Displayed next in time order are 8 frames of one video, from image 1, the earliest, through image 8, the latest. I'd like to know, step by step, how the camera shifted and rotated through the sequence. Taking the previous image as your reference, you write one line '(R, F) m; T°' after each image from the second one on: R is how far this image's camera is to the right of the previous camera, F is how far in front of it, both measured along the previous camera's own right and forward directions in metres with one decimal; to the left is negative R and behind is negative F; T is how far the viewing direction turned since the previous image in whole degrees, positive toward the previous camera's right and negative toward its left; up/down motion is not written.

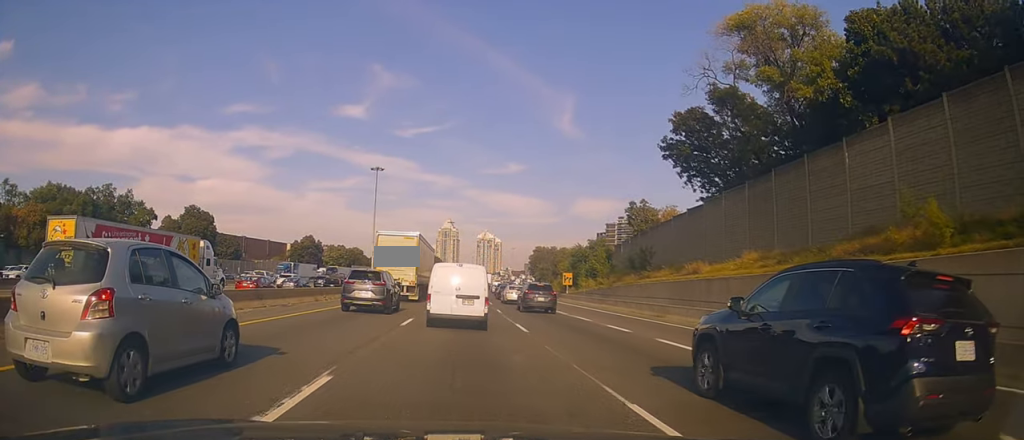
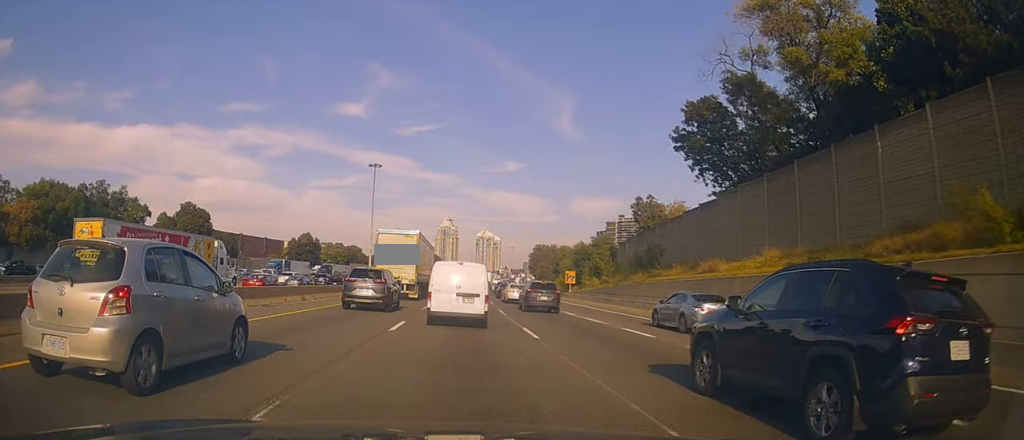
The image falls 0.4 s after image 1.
(-0.2, +2.0) m; -1°
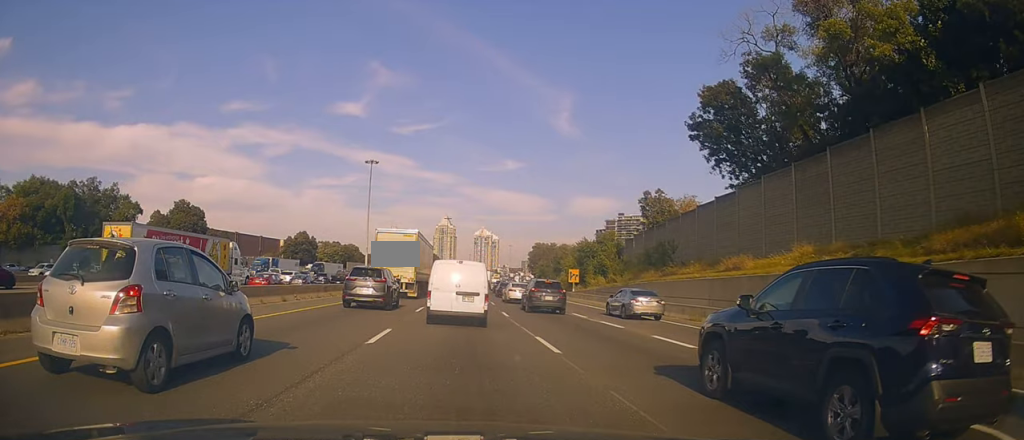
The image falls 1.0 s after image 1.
(-0.3, +2.5) m; -1°
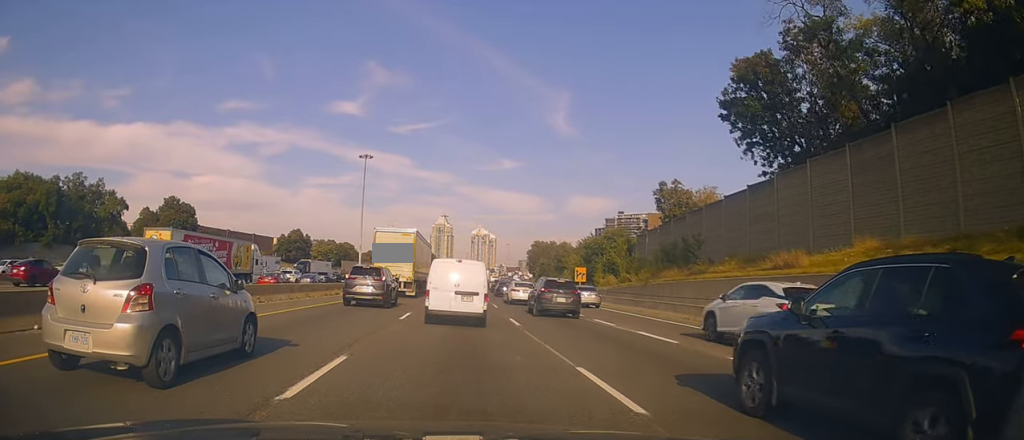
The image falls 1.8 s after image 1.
(+0.3, +4.8) m; 0°
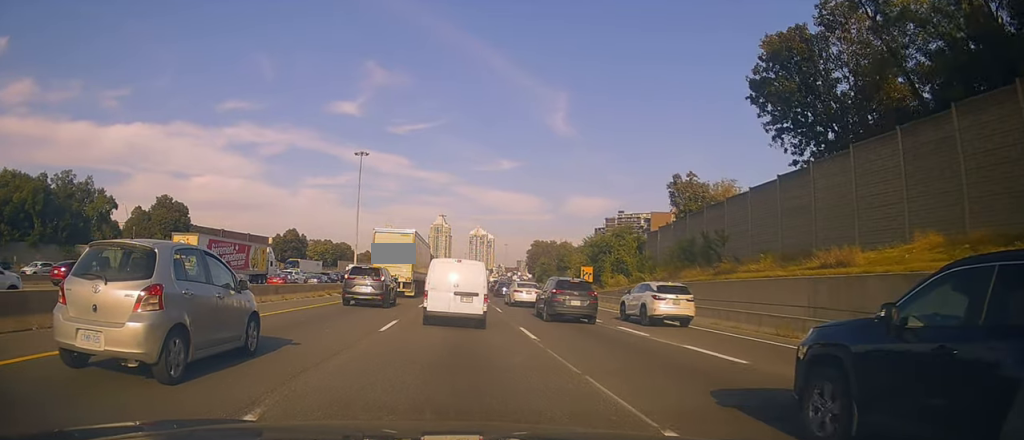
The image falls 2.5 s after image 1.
(-0.1, +3.9) m; 0°
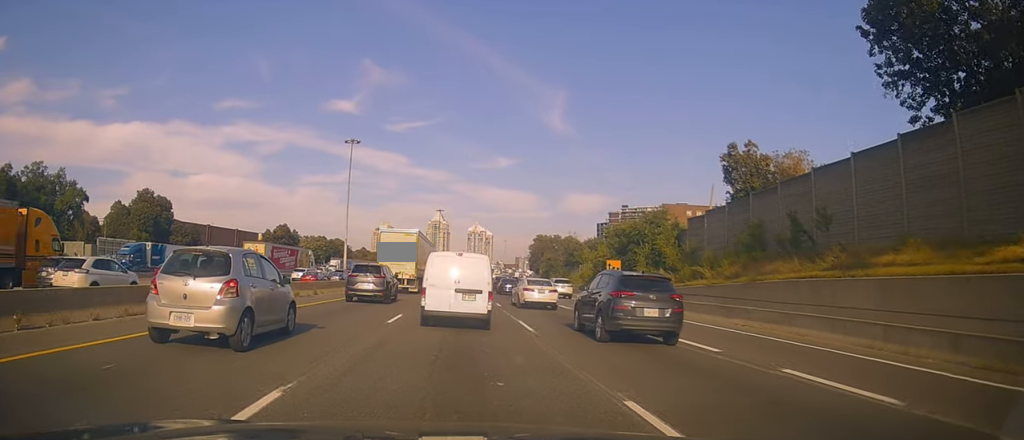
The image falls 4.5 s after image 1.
(-0.3, +11.6) m; -2°
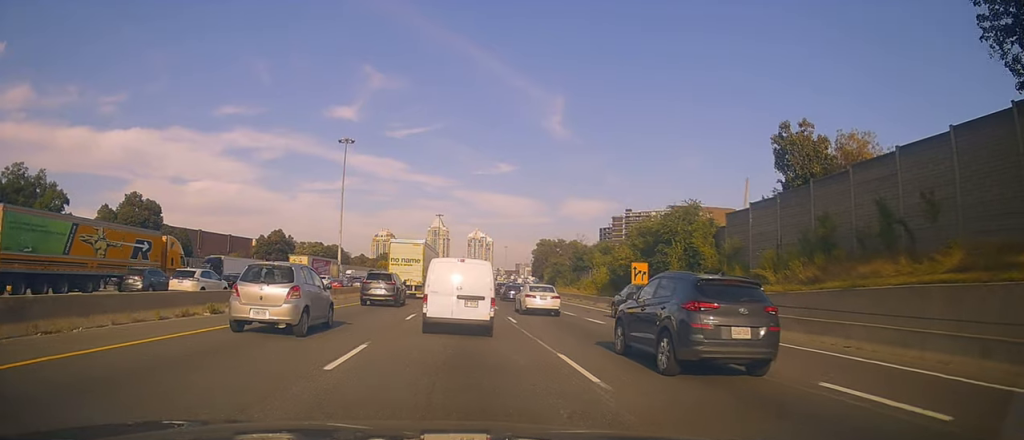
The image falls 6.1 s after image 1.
(+0.7, +8.2) m; +2°
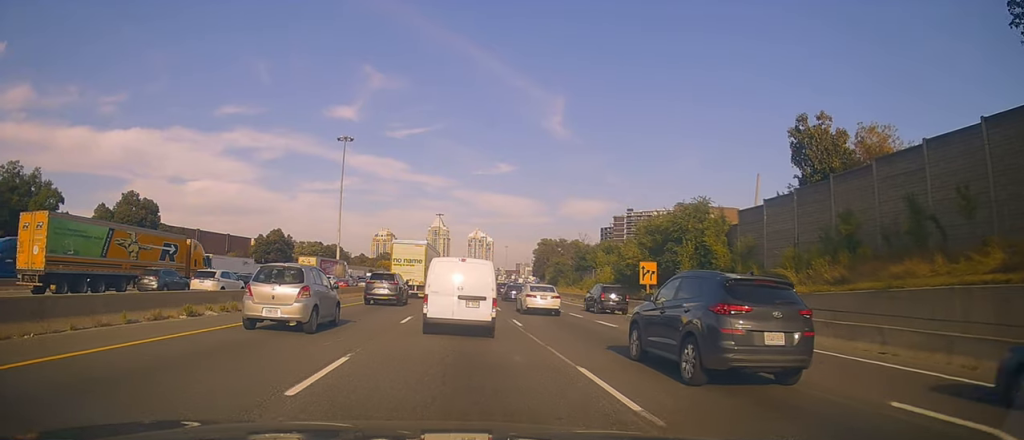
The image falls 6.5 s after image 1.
(-0.4, +1.7) m; -2°
